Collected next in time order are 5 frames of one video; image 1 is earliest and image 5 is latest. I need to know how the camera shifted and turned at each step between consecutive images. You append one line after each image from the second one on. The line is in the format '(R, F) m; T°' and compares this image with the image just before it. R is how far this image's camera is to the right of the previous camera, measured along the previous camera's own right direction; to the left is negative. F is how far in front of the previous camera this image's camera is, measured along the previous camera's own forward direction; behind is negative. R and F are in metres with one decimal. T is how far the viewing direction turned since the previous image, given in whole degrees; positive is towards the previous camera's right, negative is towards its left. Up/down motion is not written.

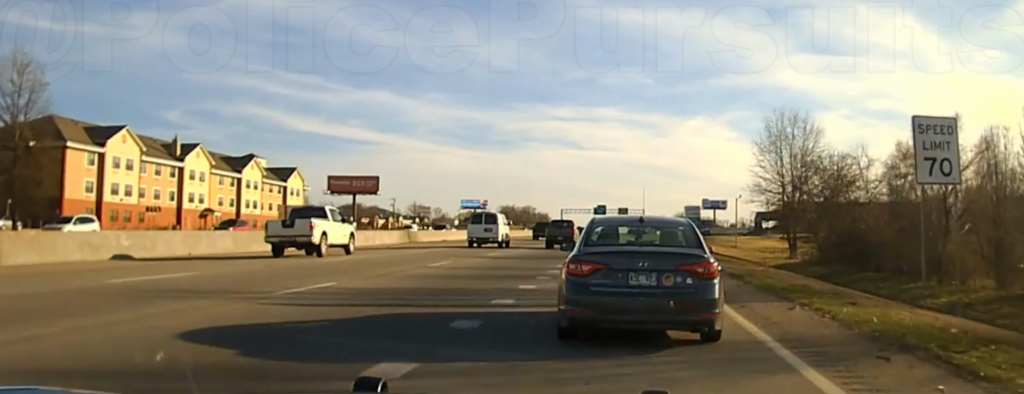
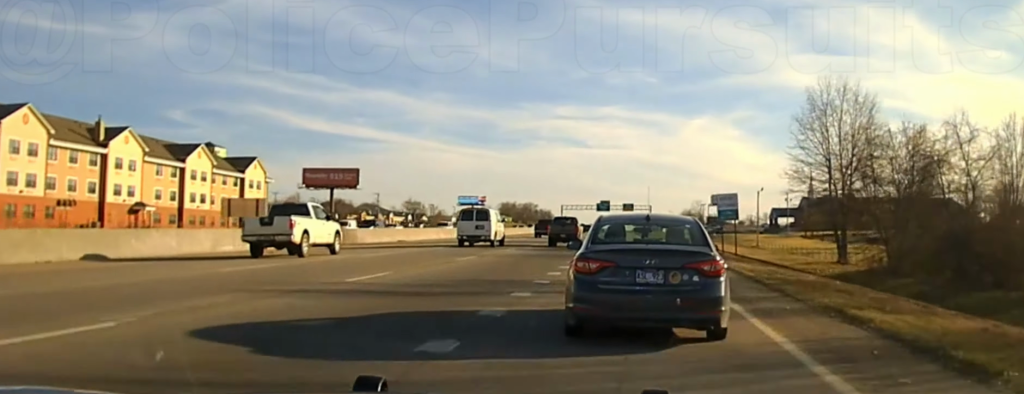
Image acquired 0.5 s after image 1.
(0.0, +17.0) m; 0°
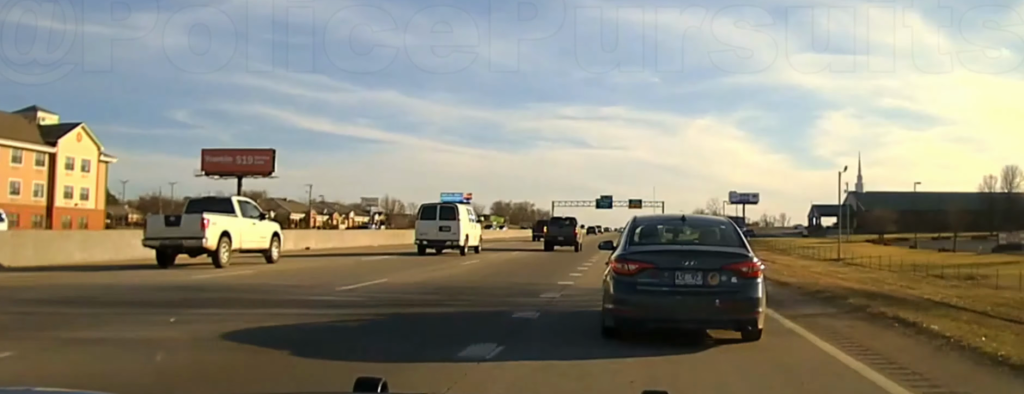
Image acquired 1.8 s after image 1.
(-0.4, +50.3) m; -1°
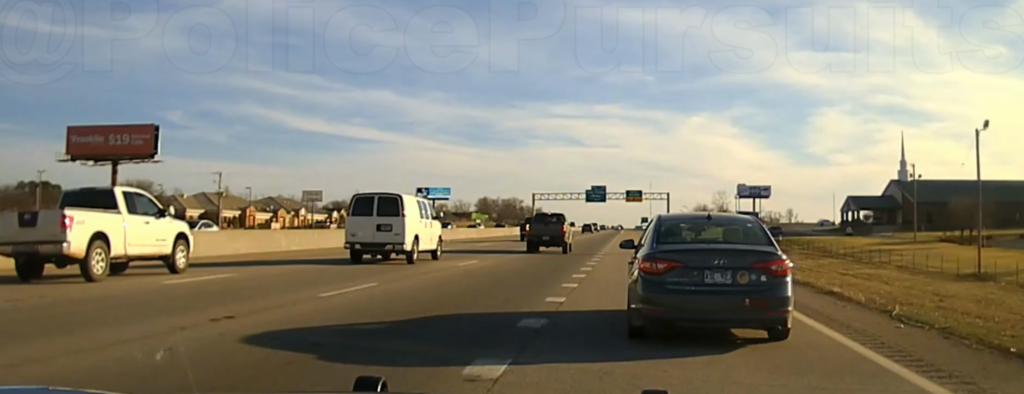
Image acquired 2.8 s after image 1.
(-0.1, +45.9) m; 0°
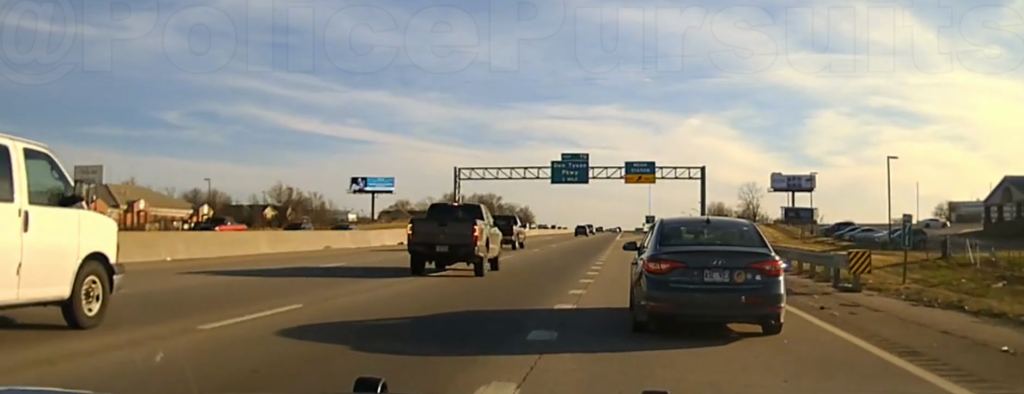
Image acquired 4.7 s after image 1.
(+0.5, +89.2) m; 0°
